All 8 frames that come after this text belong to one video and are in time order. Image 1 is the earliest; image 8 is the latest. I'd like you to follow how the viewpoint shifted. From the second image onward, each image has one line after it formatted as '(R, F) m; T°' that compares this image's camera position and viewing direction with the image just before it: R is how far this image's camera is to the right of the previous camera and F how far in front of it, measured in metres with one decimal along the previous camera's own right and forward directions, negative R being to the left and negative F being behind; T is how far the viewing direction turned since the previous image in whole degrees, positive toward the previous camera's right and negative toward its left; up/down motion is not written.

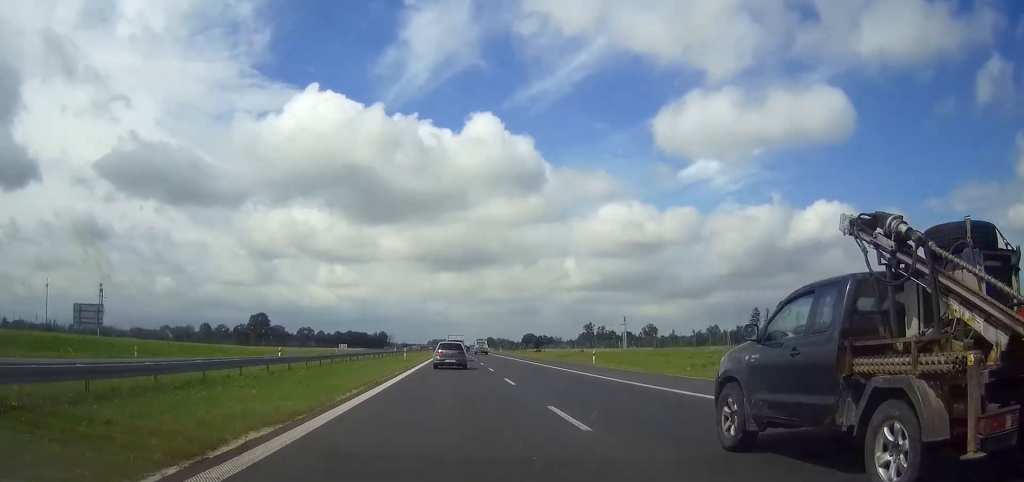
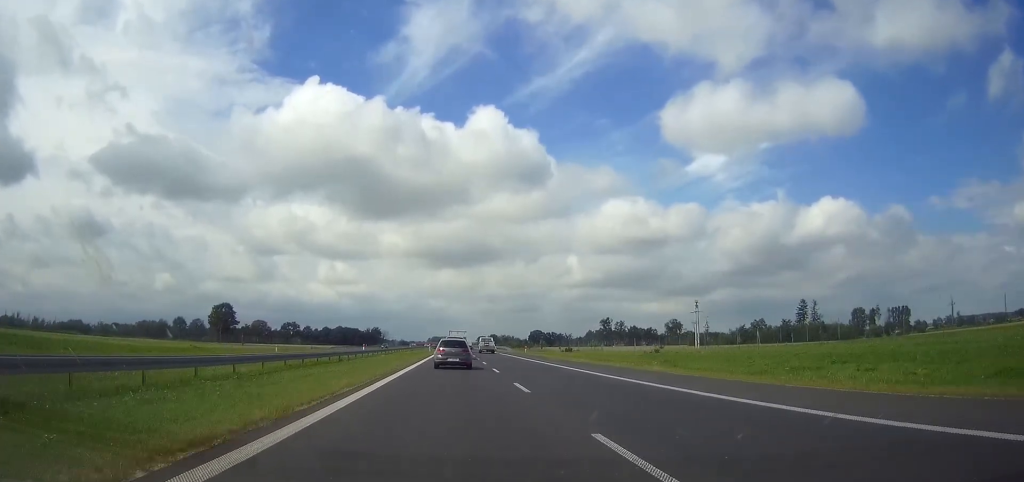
(0.0, +51.5) m; 0°
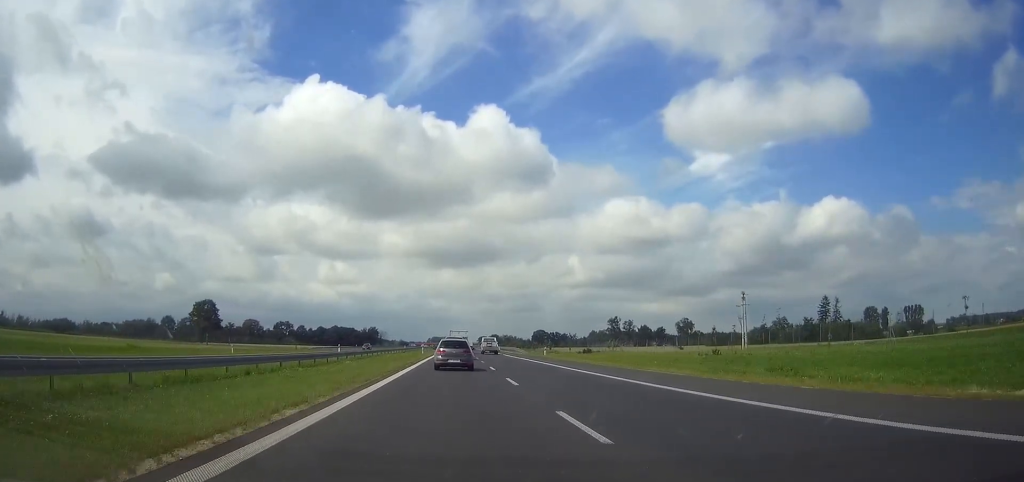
(0.0, +20.4) m; 0°
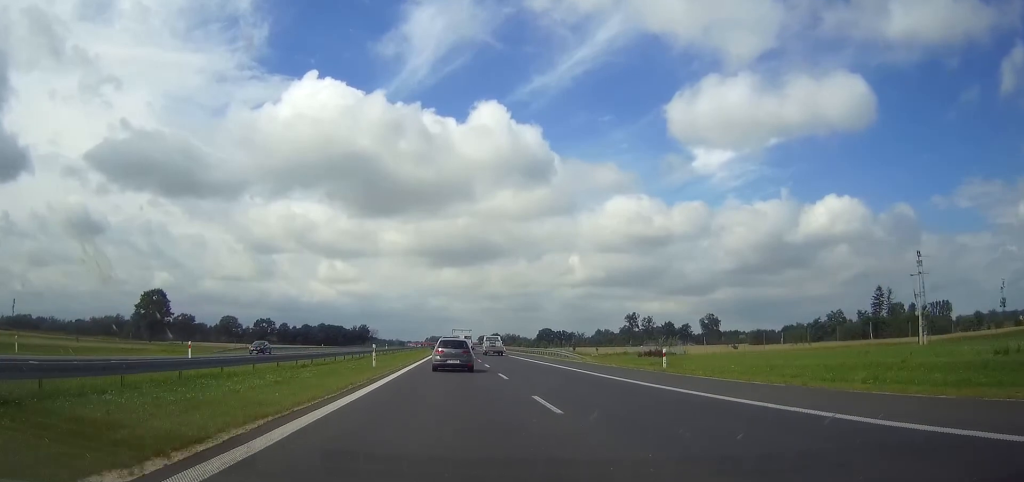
(0.0, +44.2) m; 0°
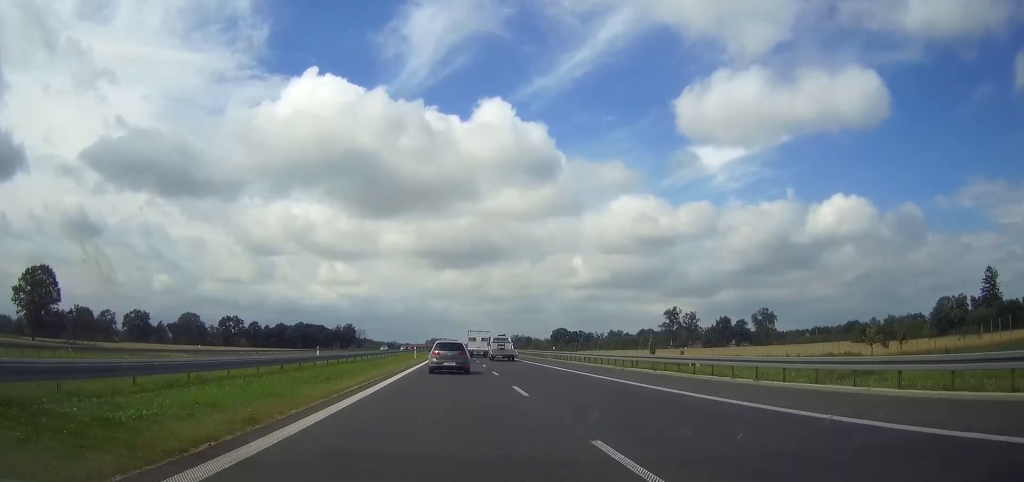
(0.0, +67.9) m; 0°
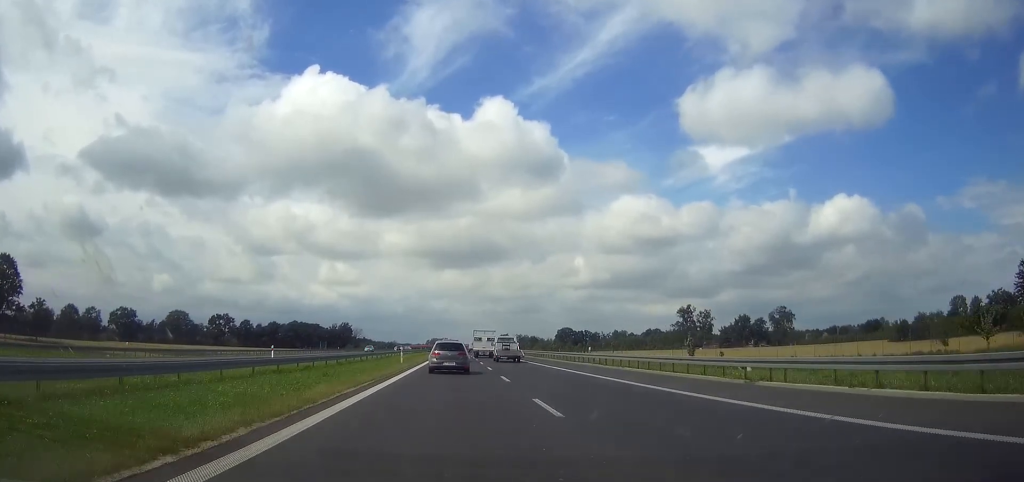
(0.0, +17.1) m; 0°
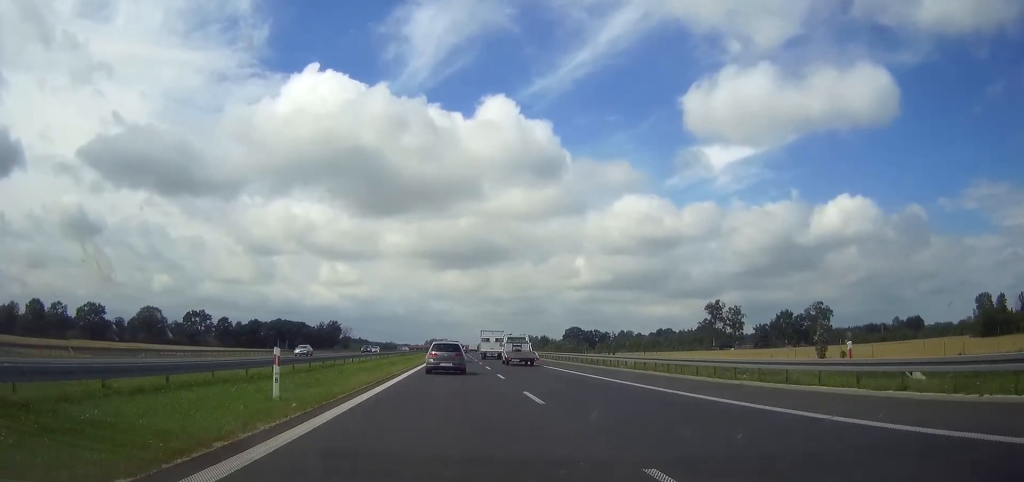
(0.0, +33.1) m; 0°
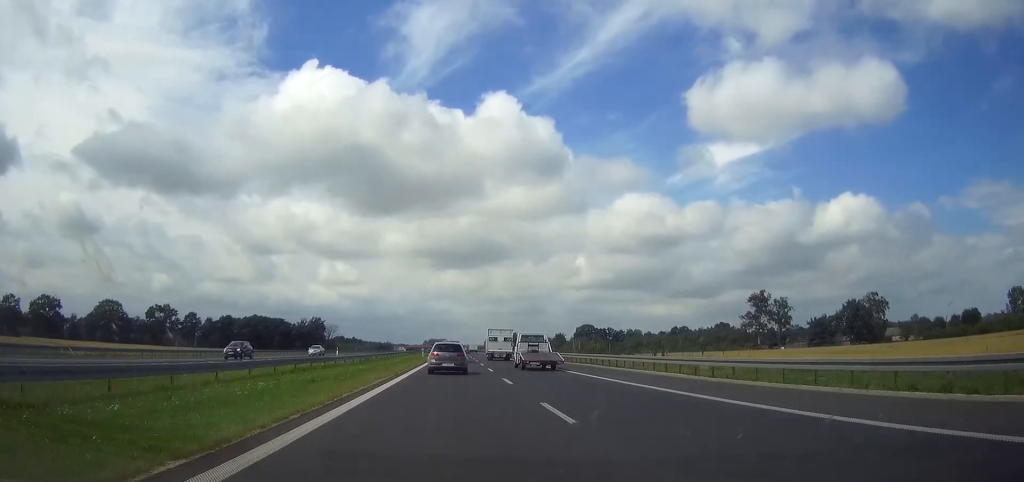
(+0.1, +39.5) m; 0°
